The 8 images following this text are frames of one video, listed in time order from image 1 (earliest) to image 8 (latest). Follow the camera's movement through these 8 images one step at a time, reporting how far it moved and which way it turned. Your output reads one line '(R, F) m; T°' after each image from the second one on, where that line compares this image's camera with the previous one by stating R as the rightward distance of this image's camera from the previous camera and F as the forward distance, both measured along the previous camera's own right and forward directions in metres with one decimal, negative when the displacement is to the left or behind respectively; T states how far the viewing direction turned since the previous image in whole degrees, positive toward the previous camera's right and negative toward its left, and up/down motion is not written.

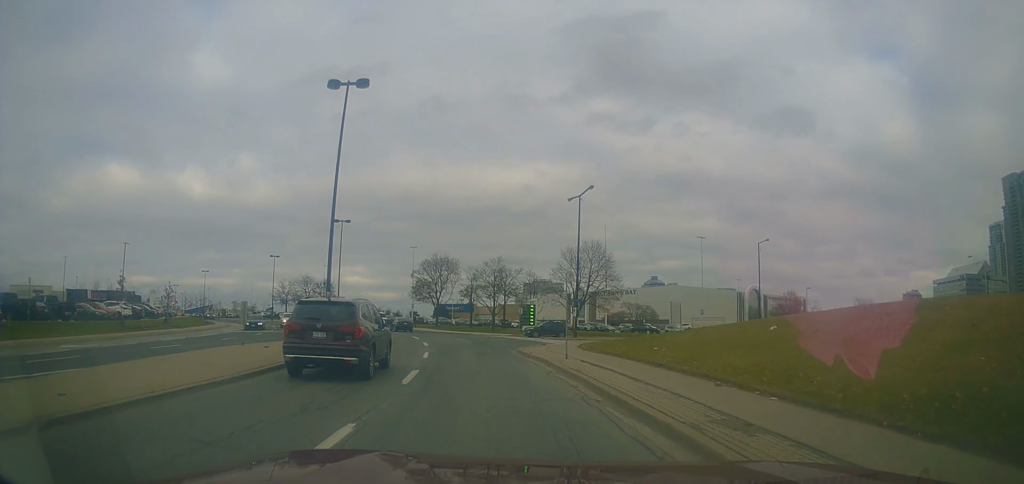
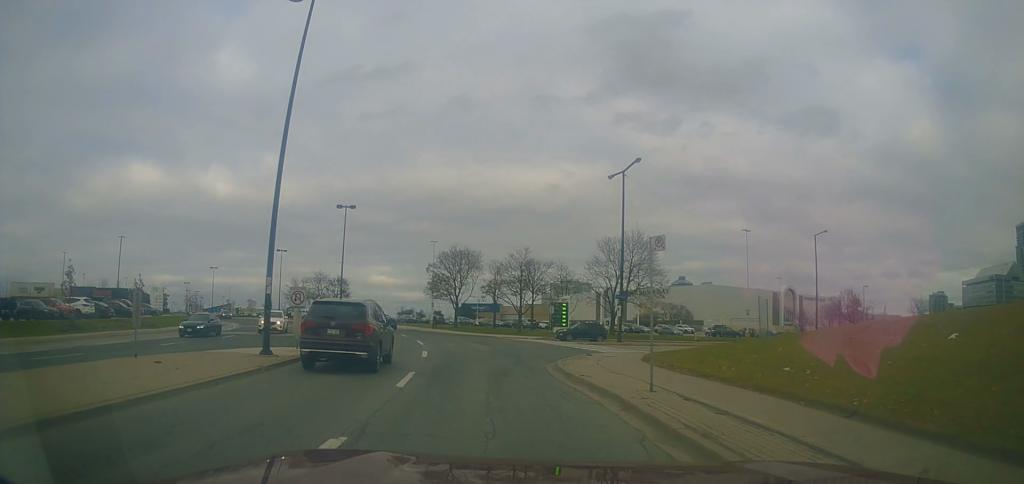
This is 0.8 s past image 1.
(-0.1, +8.7) m; -2°
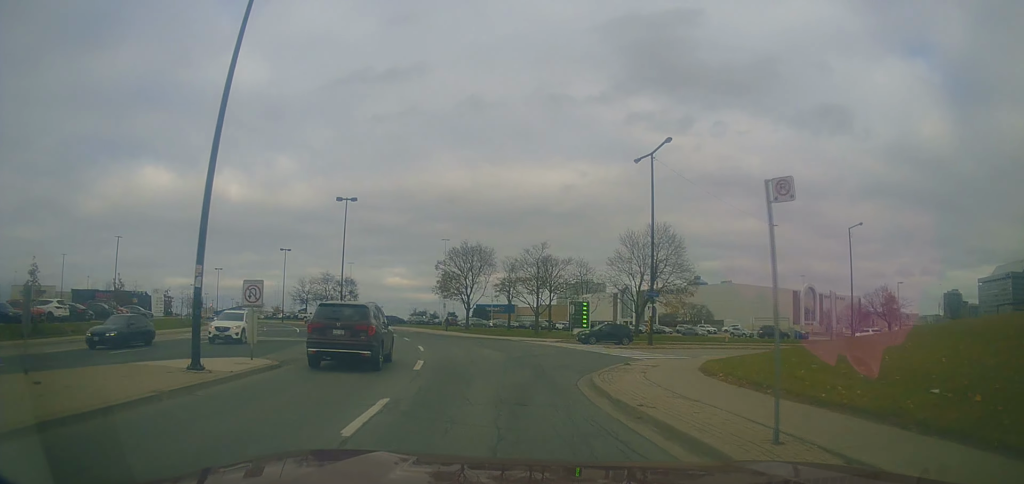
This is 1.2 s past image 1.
(-0.1, +4.8) m; -1°
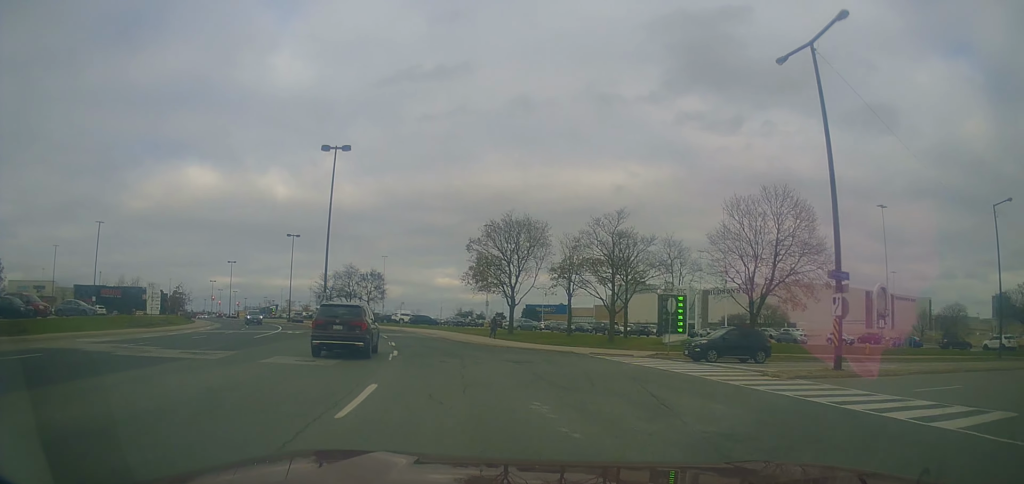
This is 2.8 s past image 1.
(-0.8, +17.0) m; -8°
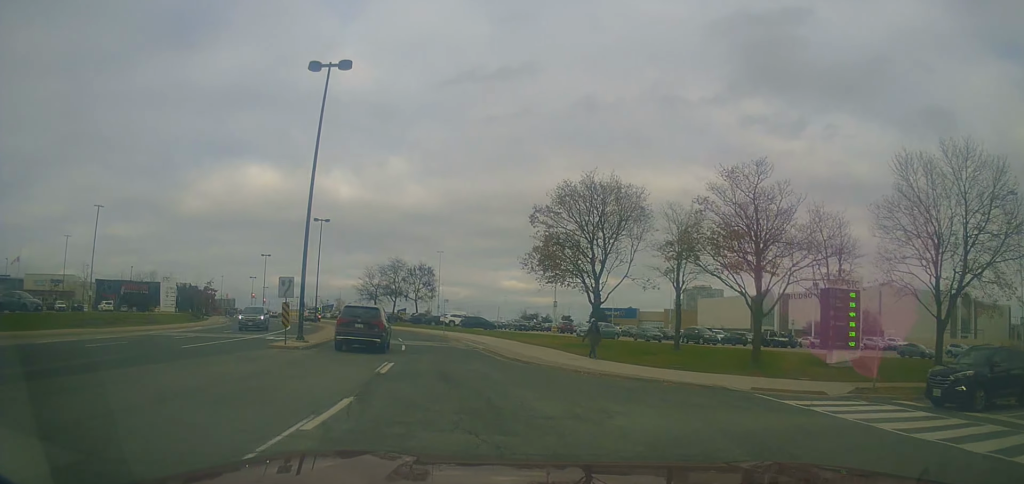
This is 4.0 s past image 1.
(-1.0, +13.9) m; -7°
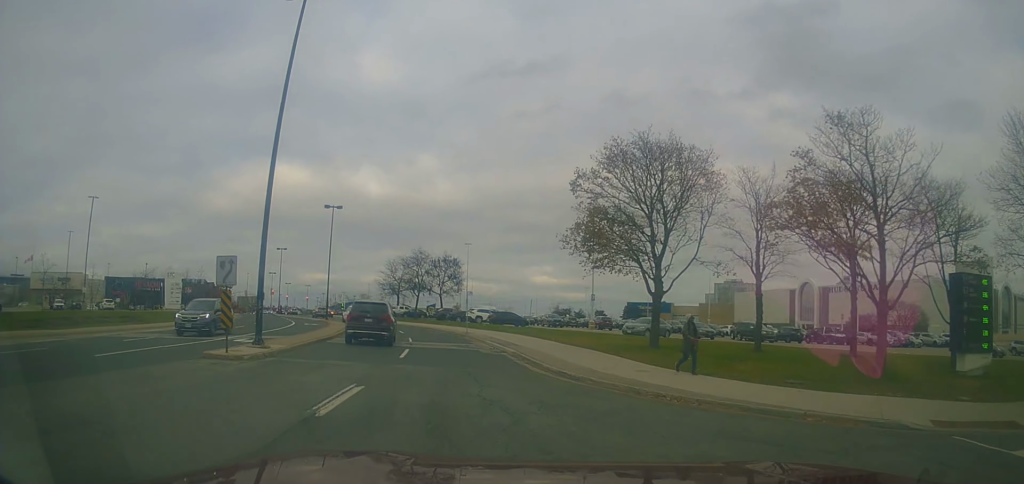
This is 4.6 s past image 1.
(-0.1, +6.9) m; -2°
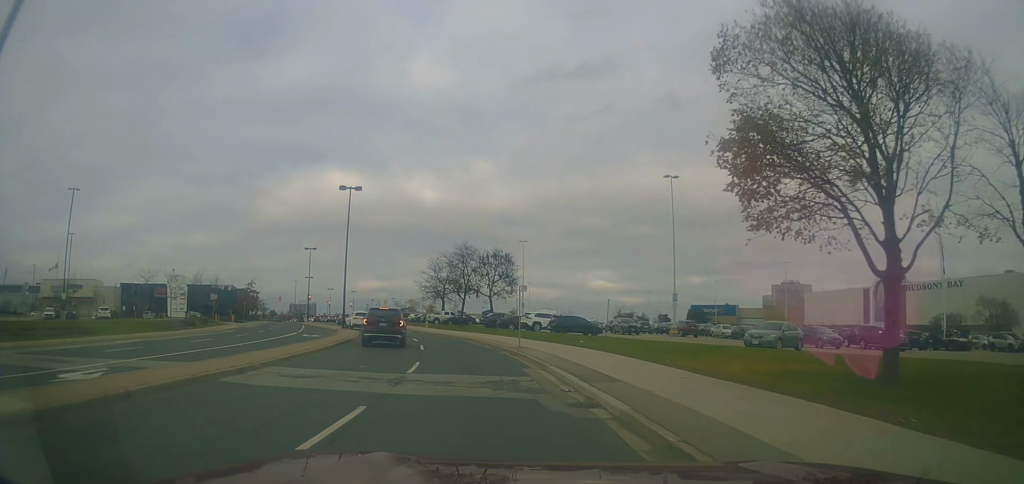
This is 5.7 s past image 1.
(-0.4, +13.0) m; -4°
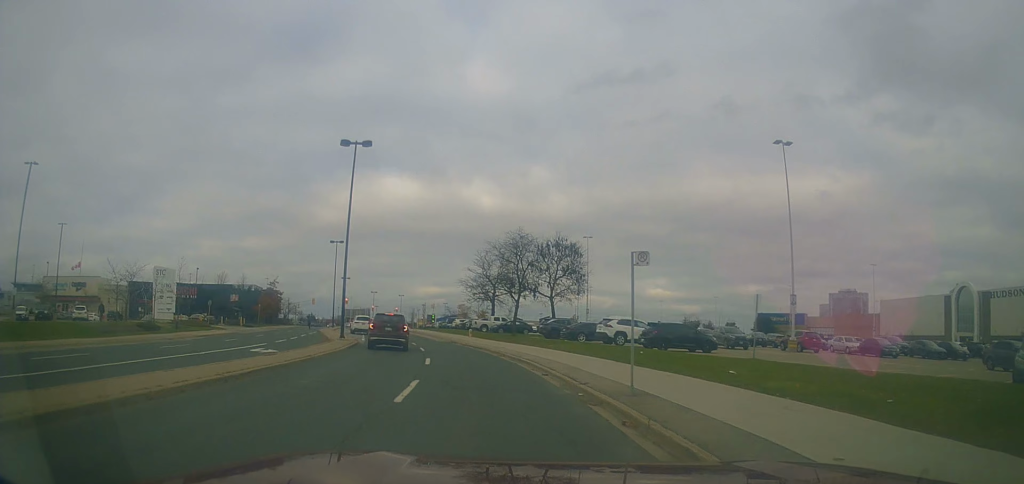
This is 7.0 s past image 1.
(-0.7, +14.9) m; -8°
